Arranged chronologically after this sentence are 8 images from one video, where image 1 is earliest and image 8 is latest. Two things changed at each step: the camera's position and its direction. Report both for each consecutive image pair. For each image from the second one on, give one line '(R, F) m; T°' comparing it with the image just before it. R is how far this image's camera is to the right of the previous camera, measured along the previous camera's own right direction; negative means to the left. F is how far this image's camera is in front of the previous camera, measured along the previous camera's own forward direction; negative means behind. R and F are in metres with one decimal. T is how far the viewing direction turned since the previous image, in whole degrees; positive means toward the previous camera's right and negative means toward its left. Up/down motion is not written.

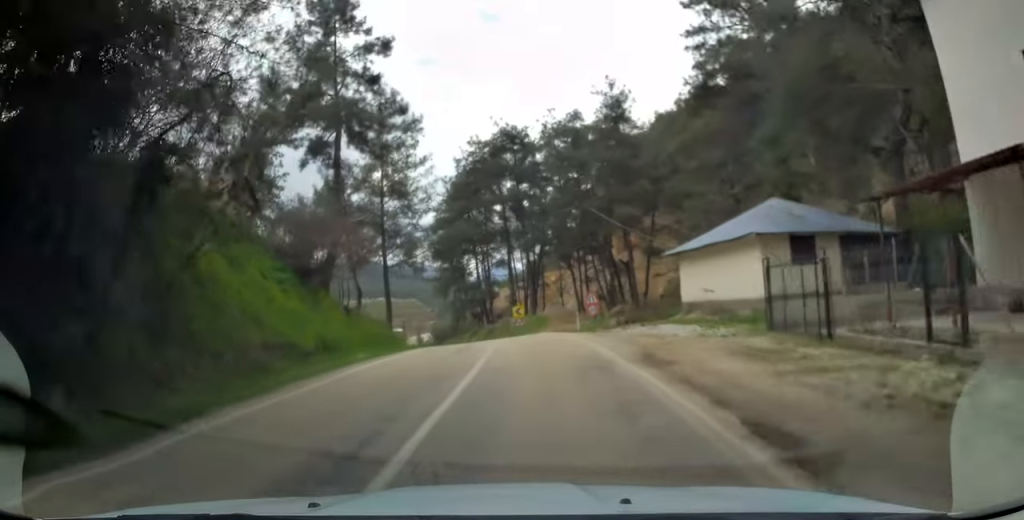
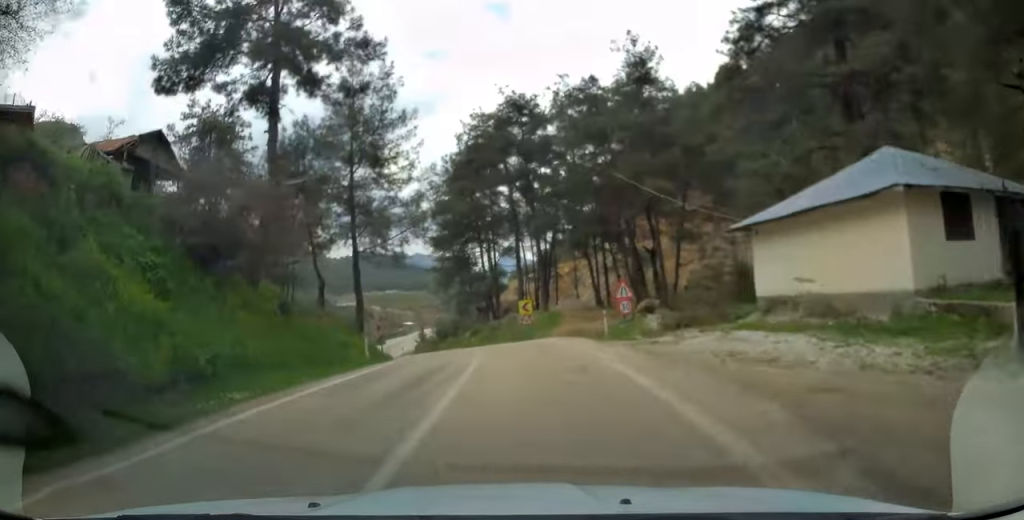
(0.0, +9.2) m; -1°
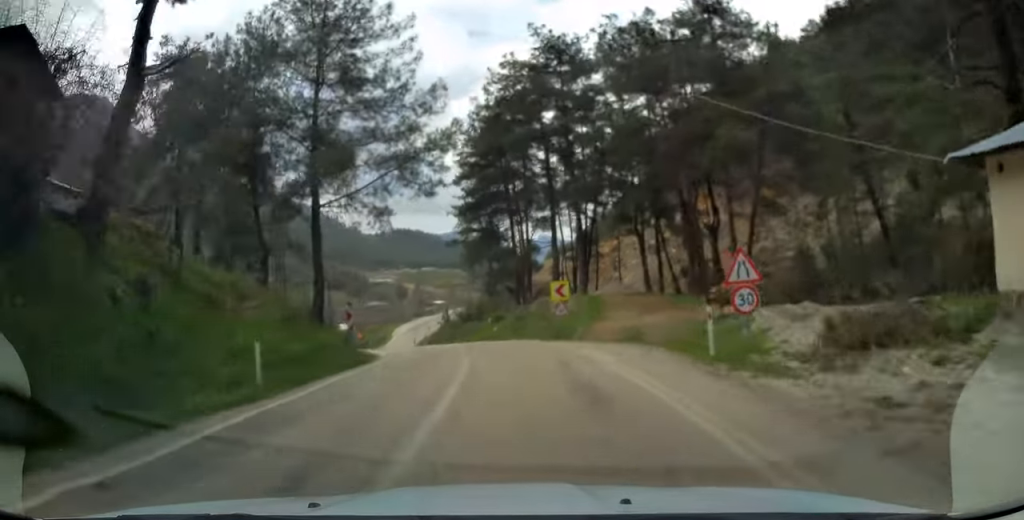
(-0.2, +10.9) m; -3°
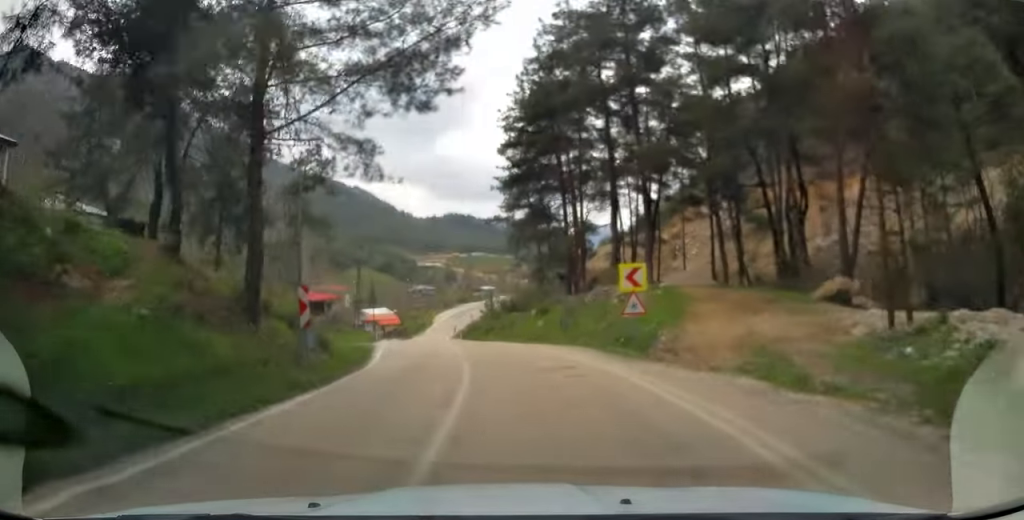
(0.0, +9.2) m; -3°
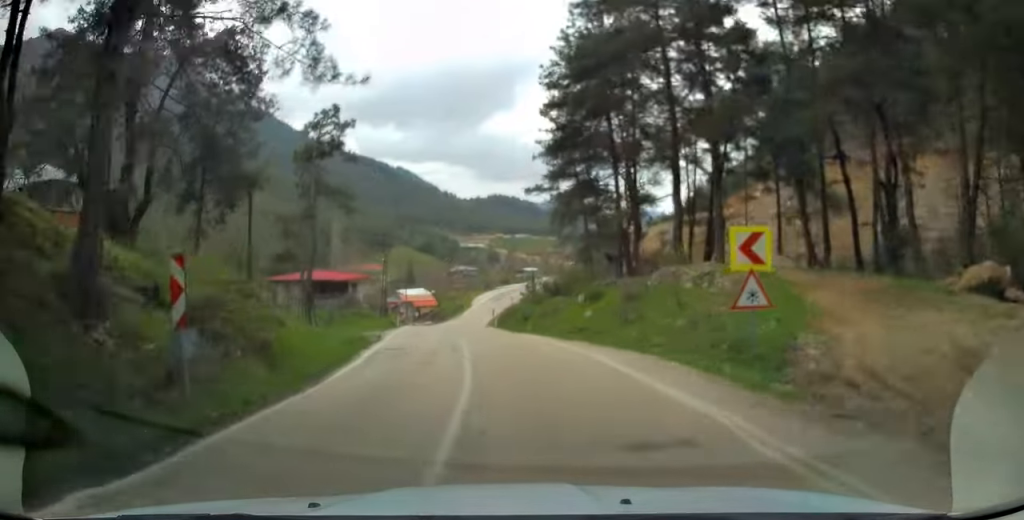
(-0.4, +6.7) m; -3°
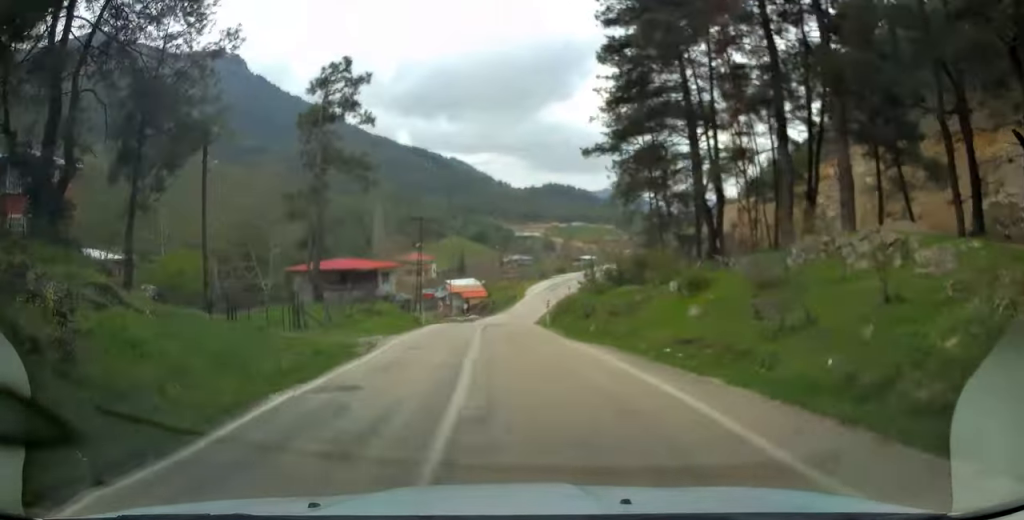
(-0.3, +9.8) m; -4°
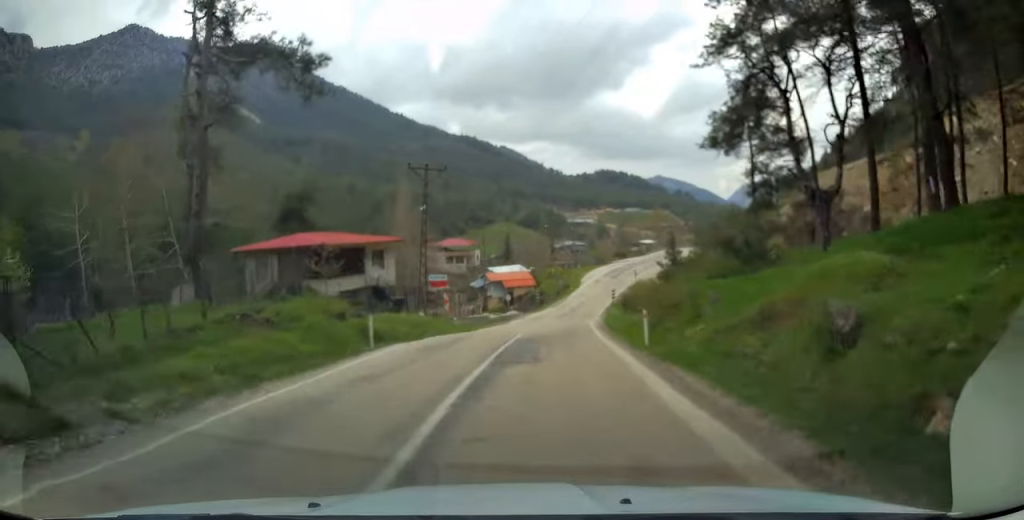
(-1.3, +19.9) m; -5°
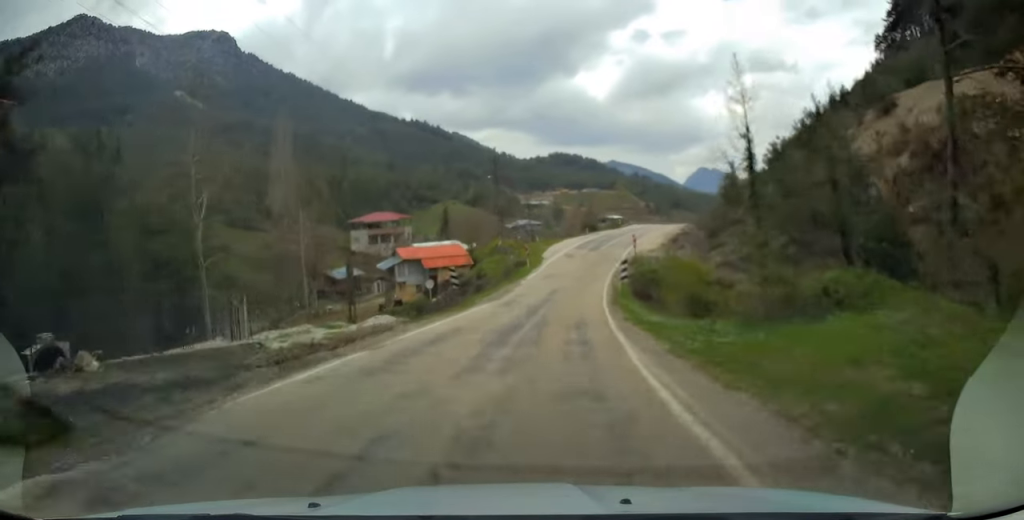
(-0.3, +32.8) m; +2°
